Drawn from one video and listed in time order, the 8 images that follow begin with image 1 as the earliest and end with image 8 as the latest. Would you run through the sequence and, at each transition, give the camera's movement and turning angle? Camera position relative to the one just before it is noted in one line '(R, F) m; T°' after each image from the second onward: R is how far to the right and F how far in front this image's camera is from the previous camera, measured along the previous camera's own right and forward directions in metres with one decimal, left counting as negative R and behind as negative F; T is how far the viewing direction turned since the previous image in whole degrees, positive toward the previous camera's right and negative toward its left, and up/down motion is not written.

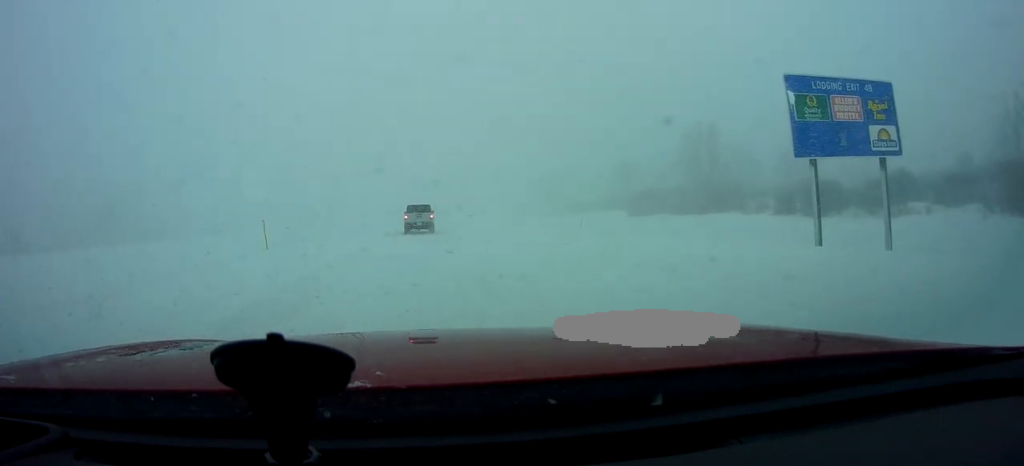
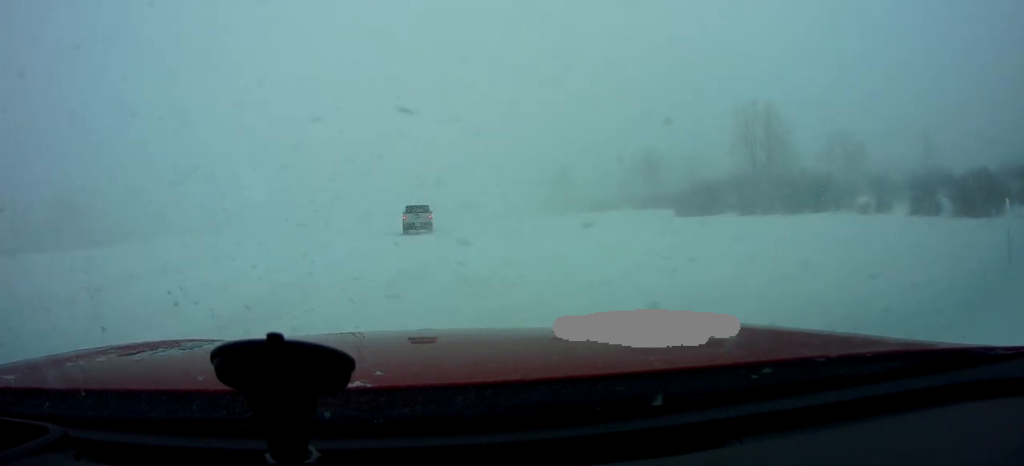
(+1.0, +21.0) m; -1°
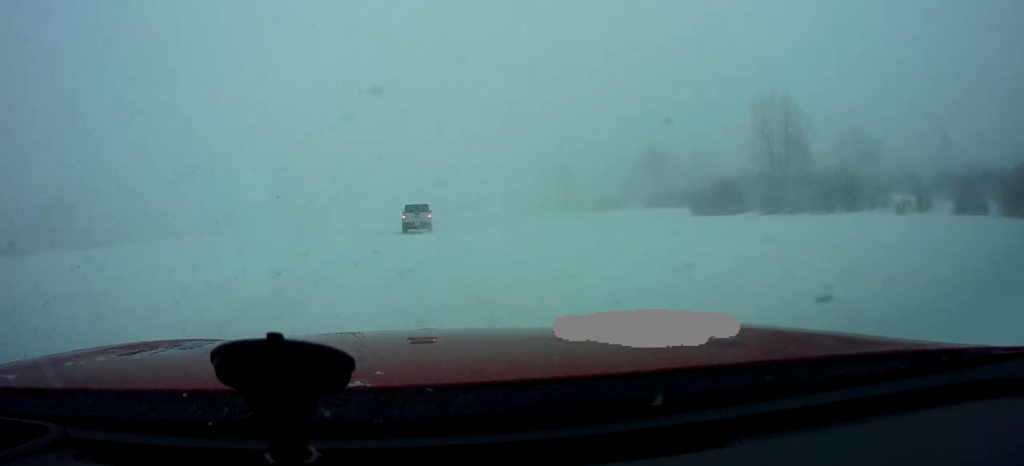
(-0.5, +5.2) m; -1°
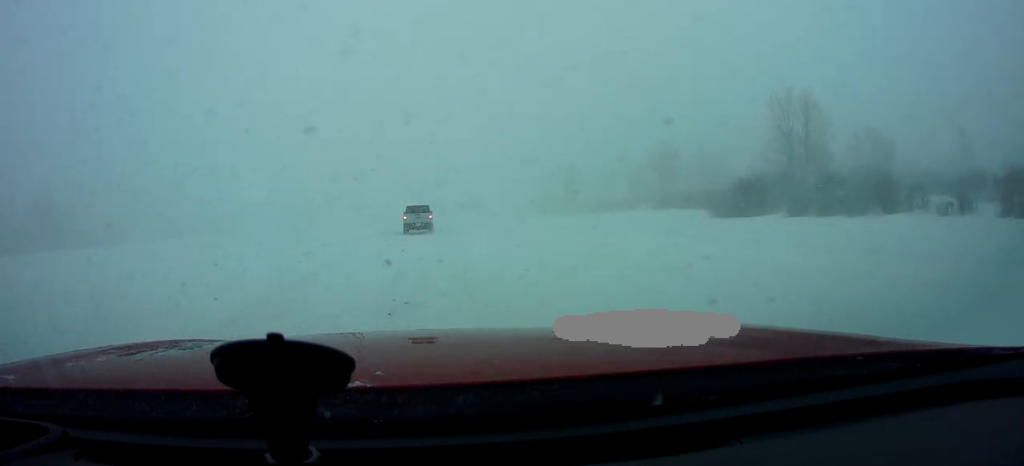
(+0.2, +4.8) m; +2°
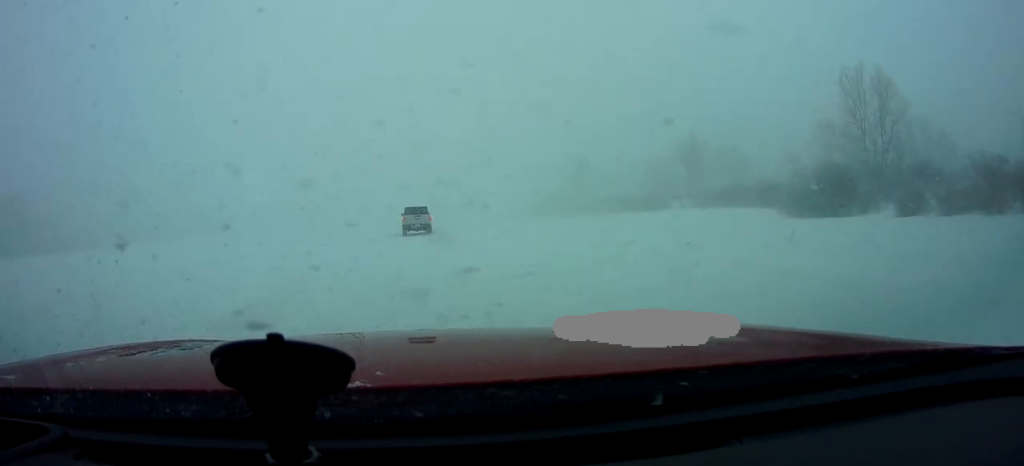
(+0.8, +15.6) m; +2°
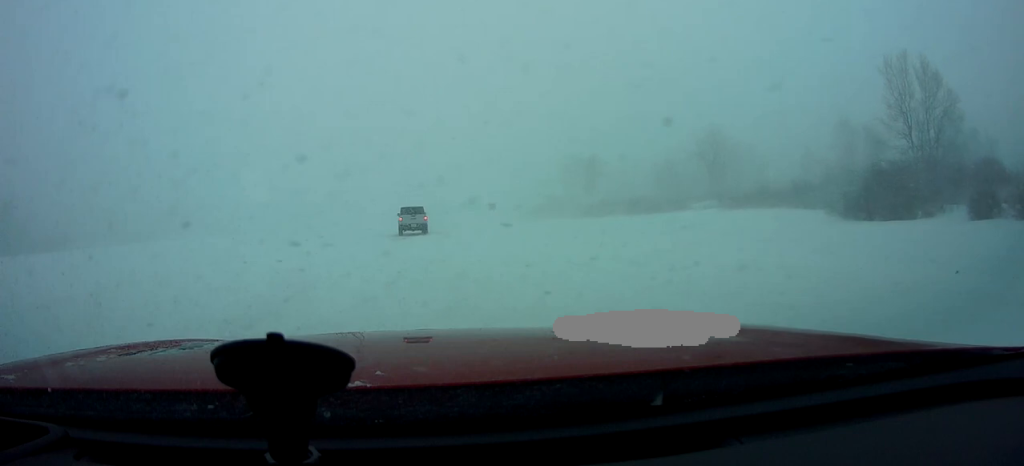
(-0.1, +7.5) m; 0°
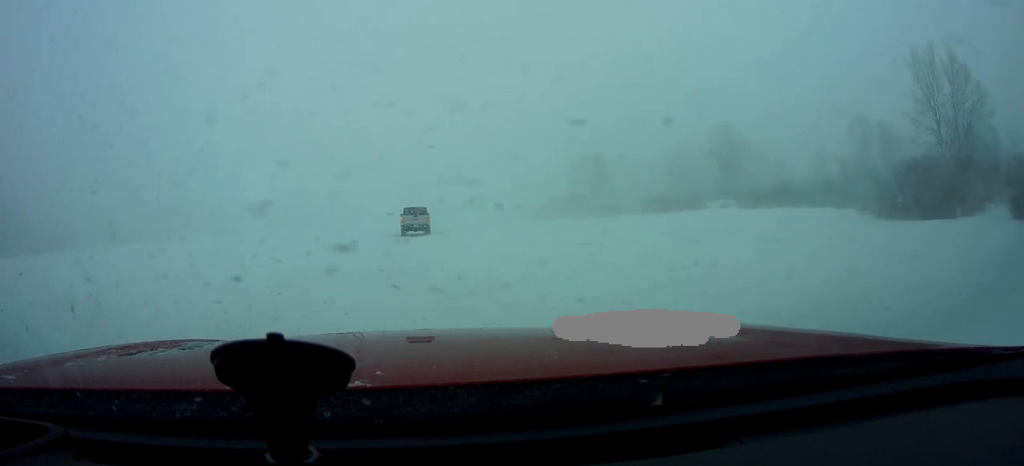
(+0.1, +3.8) m; 0°
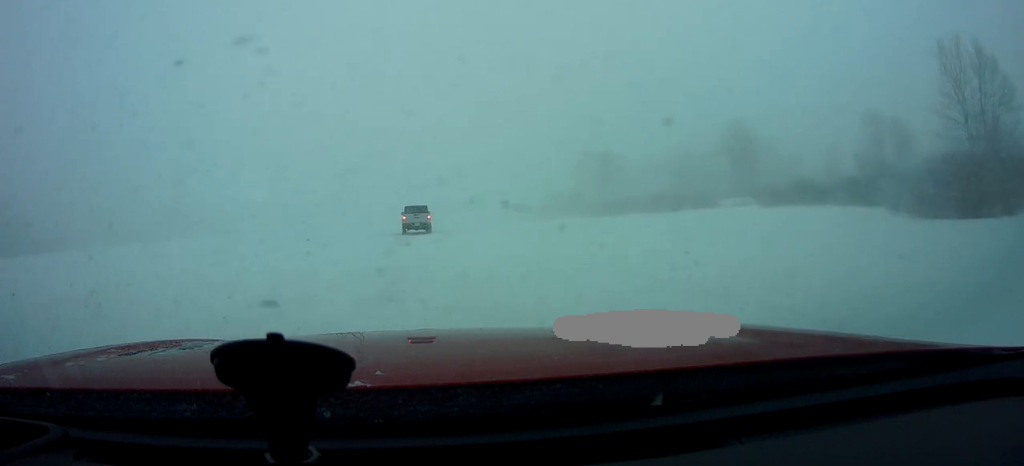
(0.0, +3.8) m; 0°
